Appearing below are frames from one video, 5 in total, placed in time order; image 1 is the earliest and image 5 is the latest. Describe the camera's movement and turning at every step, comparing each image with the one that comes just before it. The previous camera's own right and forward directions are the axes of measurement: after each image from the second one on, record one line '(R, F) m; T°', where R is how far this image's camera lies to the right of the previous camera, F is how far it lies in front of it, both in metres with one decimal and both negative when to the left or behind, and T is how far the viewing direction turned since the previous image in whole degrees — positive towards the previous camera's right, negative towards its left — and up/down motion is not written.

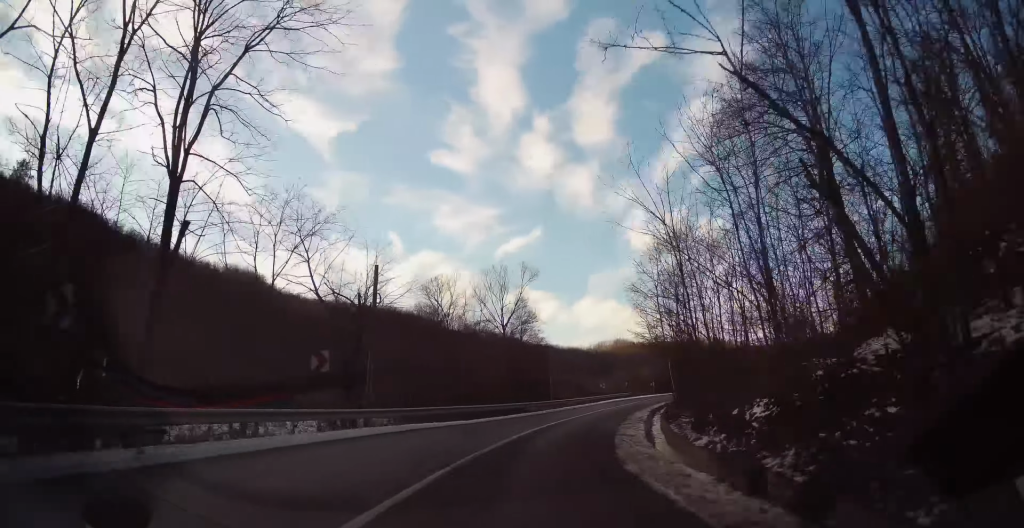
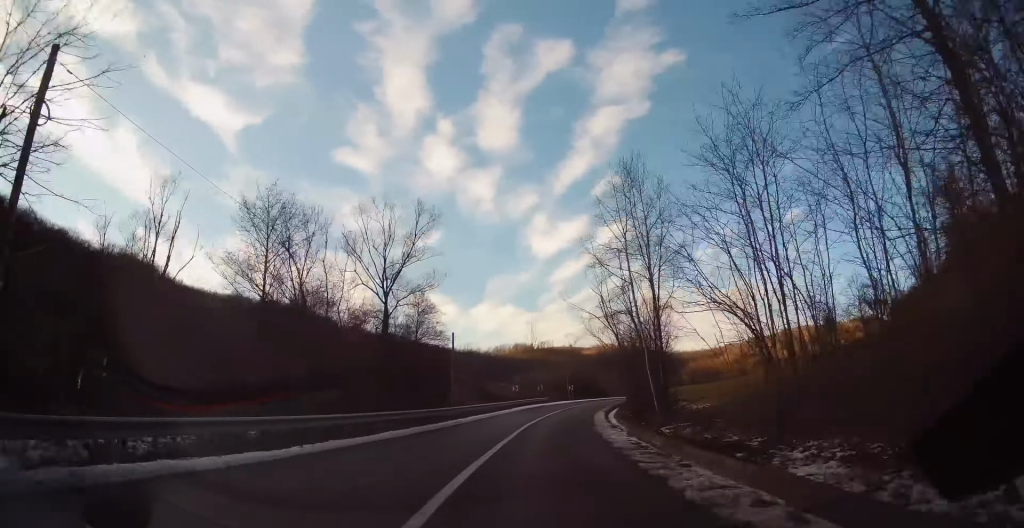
(+1.2, +15.2) m; +9°
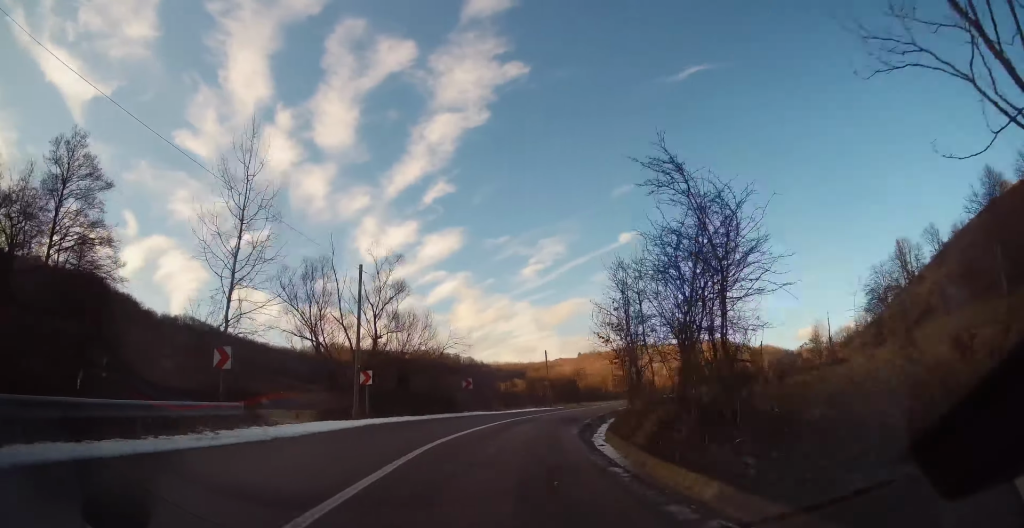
(+11.2, +50.5) m; +24°
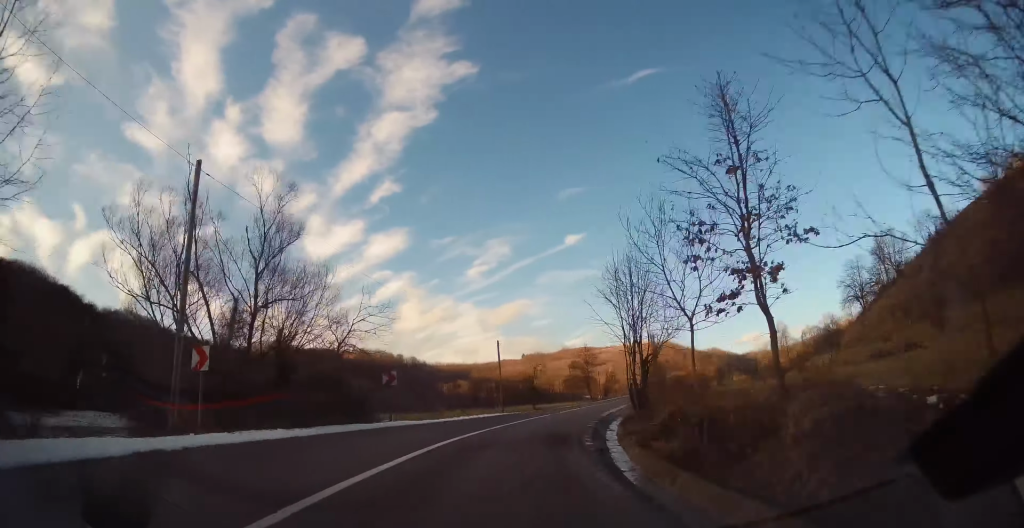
(+0.4, +11.4) m; +6°
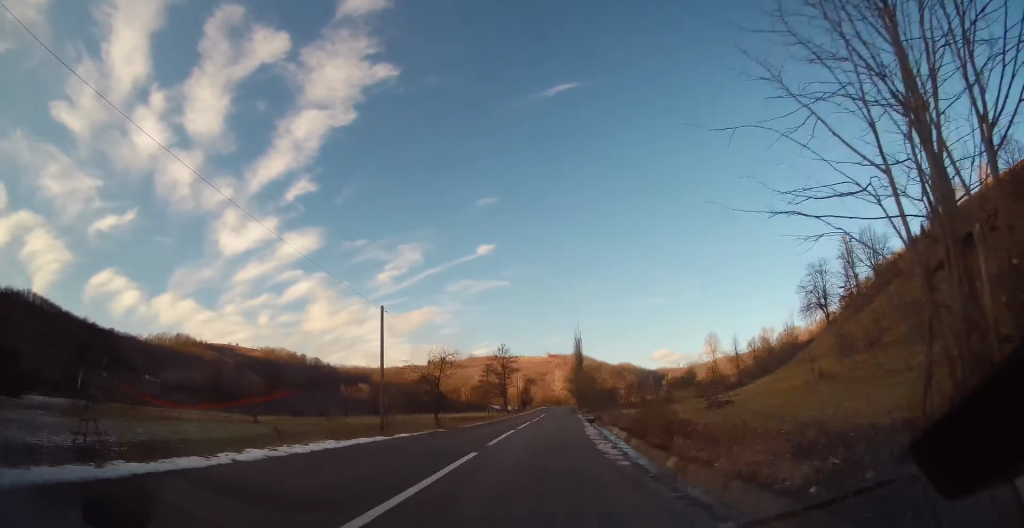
(+1.9, +19.7) m; +8°
